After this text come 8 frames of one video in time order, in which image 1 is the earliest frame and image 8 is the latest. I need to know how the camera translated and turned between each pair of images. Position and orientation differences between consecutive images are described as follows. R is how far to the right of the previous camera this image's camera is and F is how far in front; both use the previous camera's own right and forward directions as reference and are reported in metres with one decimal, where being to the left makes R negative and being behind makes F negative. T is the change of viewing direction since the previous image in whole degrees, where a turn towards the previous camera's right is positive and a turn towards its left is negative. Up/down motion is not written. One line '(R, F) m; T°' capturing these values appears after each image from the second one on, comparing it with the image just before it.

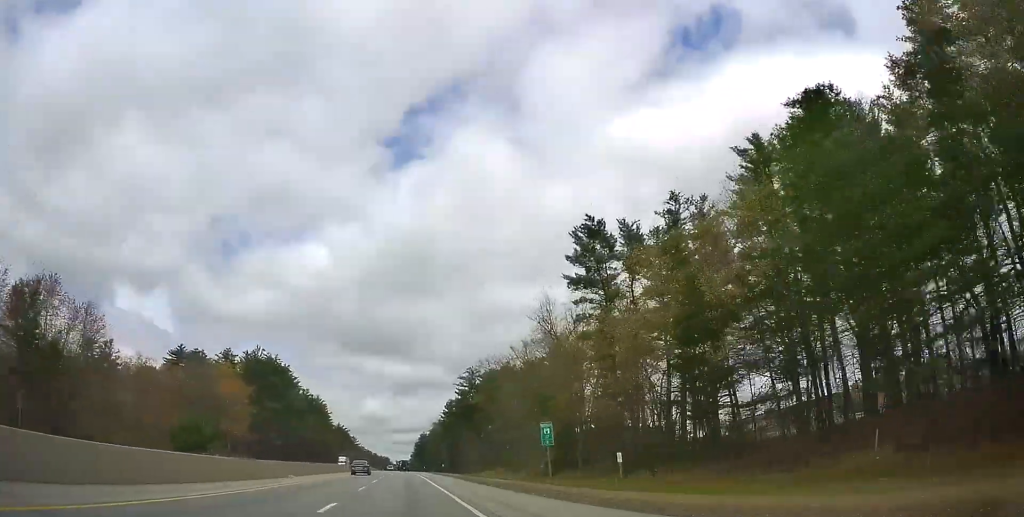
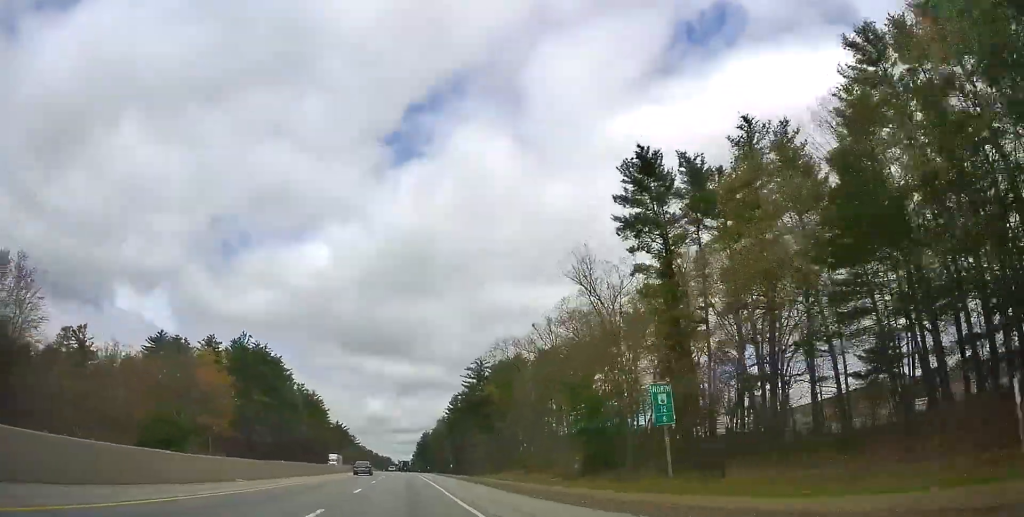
(0.0, +14.4) m; -1°
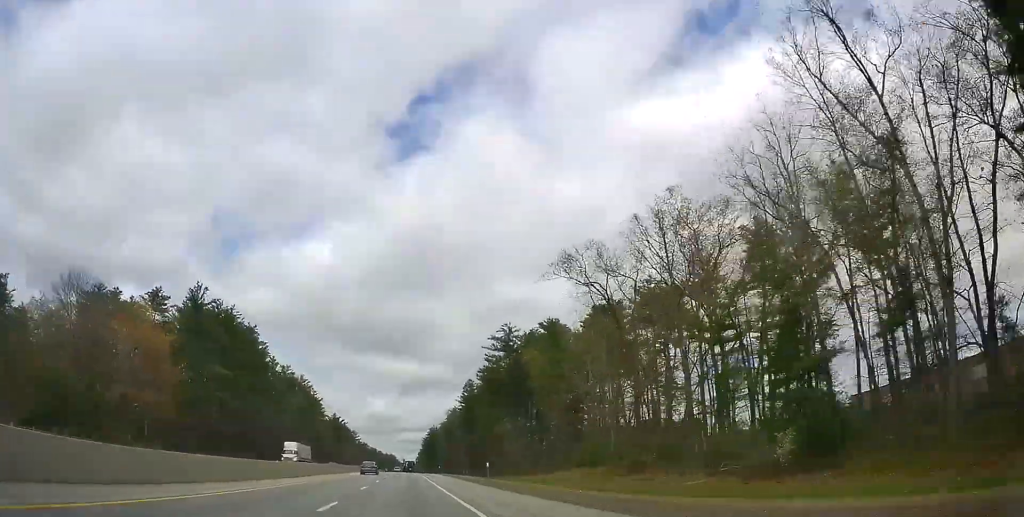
(-0.3, +33.6) m; 0°
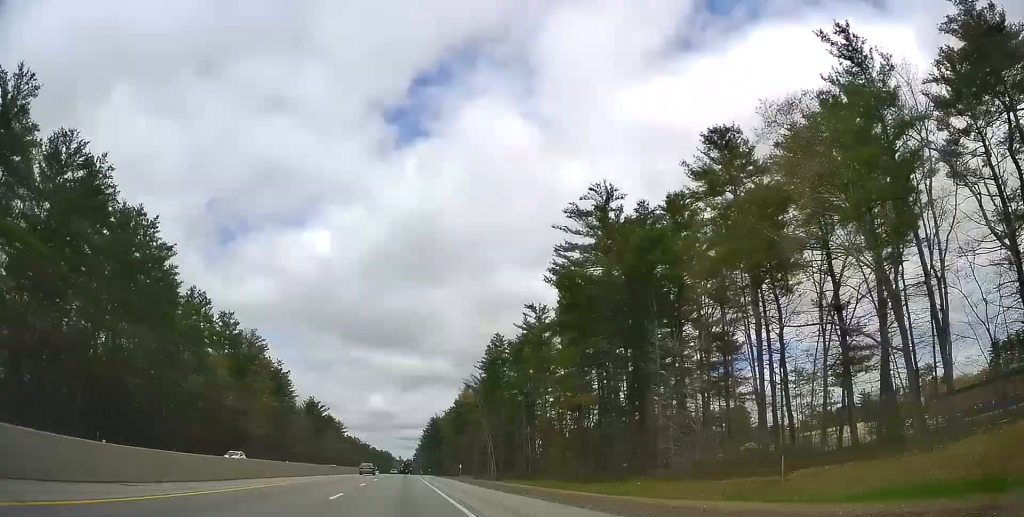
(+0.1, +55.6) m; 0°
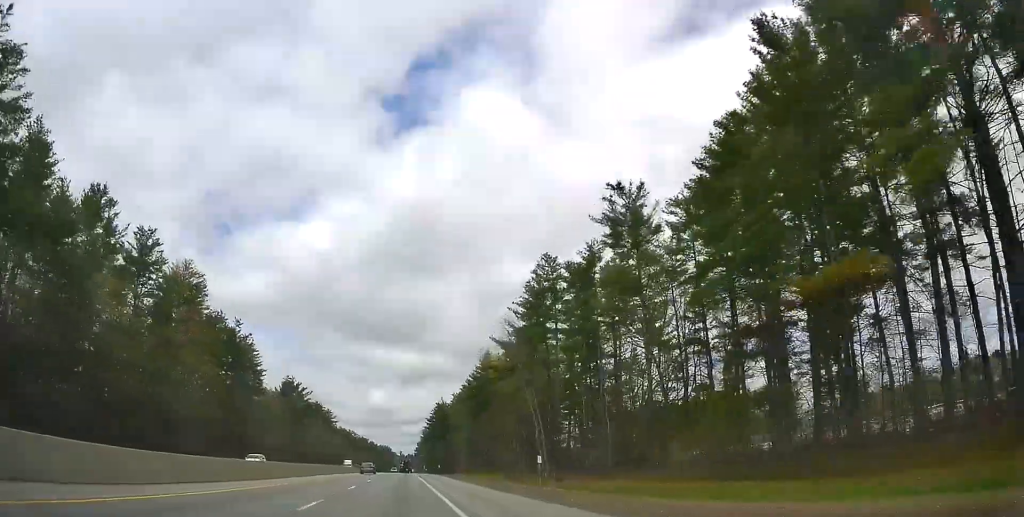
(+0.2, +40.6) m; 0°
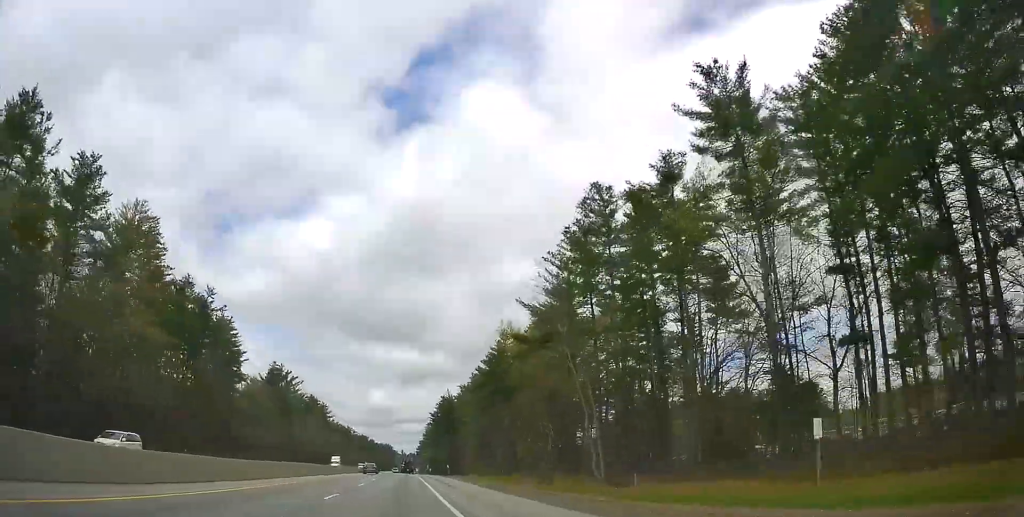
(-0.2, +19.2) m; -1°
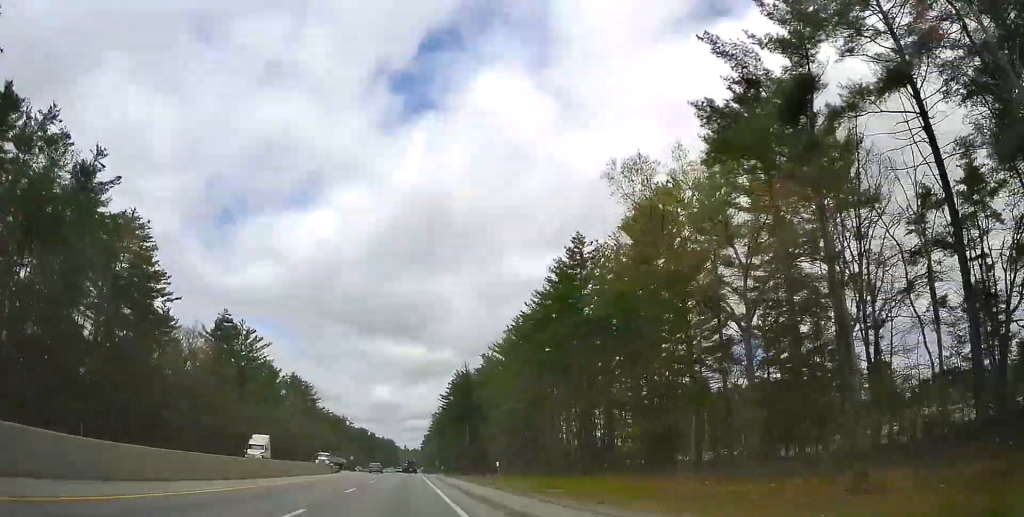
(-0.2, +44.0) m; +1°
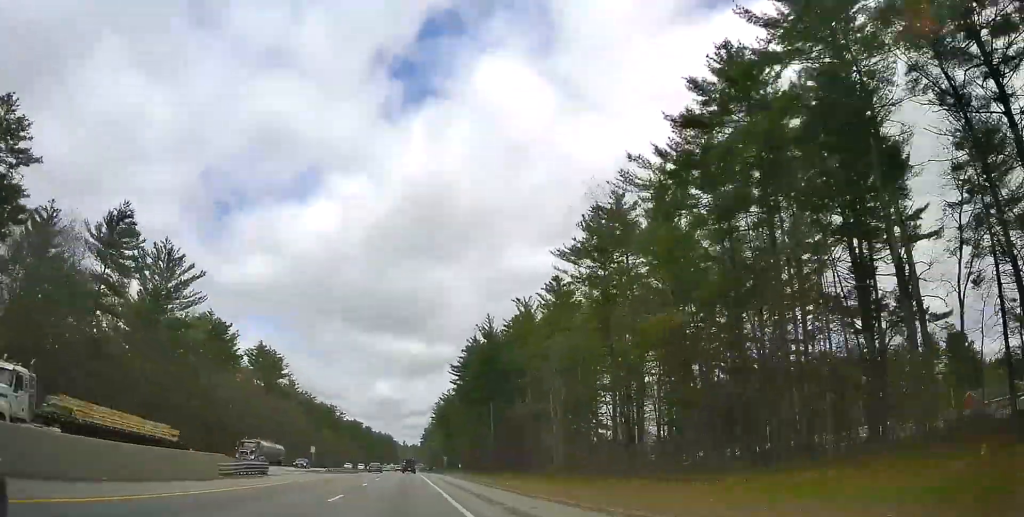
(+0.7, +41.3) m; 0°
